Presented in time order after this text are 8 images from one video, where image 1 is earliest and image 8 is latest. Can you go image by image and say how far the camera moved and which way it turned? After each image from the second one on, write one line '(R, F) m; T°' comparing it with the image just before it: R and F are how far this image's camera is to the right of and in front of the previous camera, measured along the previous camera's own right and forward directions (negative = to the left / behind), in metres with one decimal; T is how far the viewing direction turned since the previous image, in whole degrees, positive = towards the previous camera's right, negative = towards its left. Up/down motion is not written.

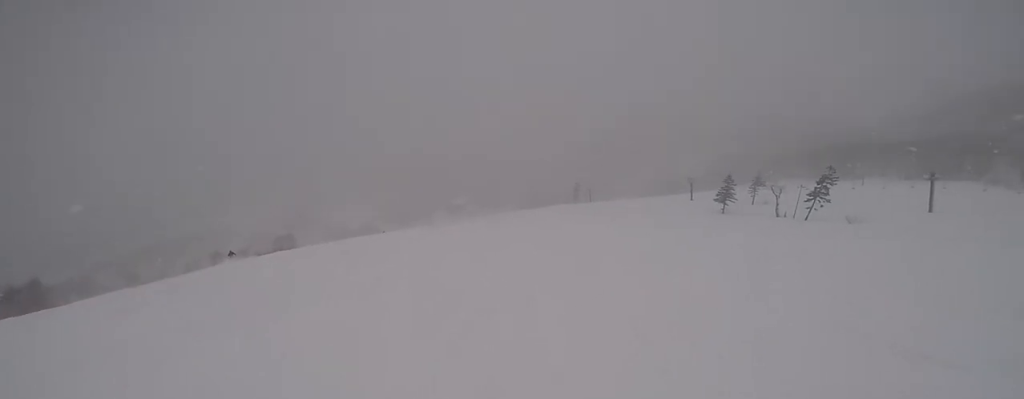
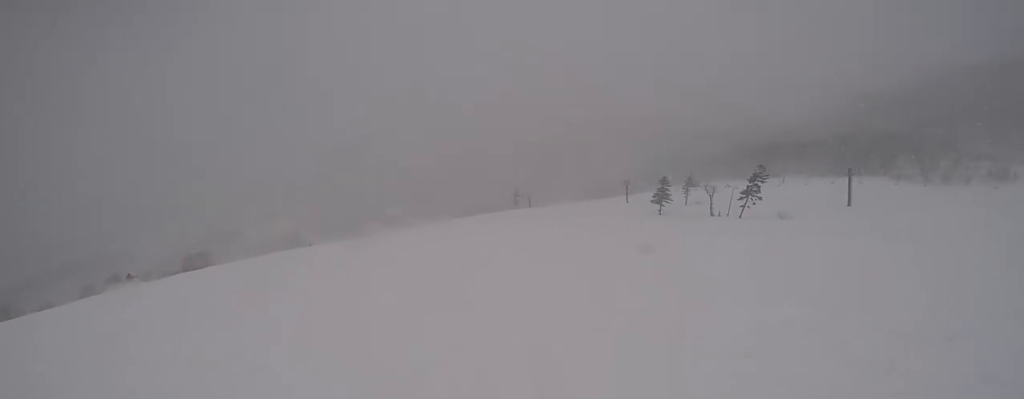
(+0.2, +3.7) m; +9°
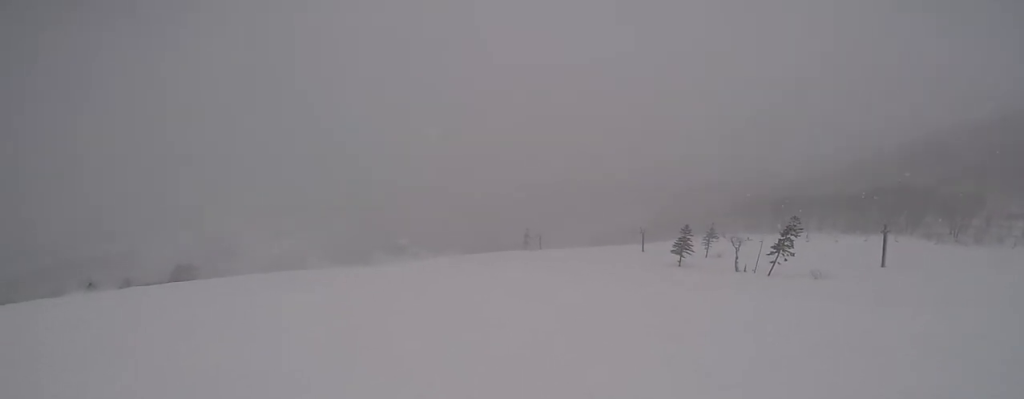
(+0.7, +6.3) m; +9°
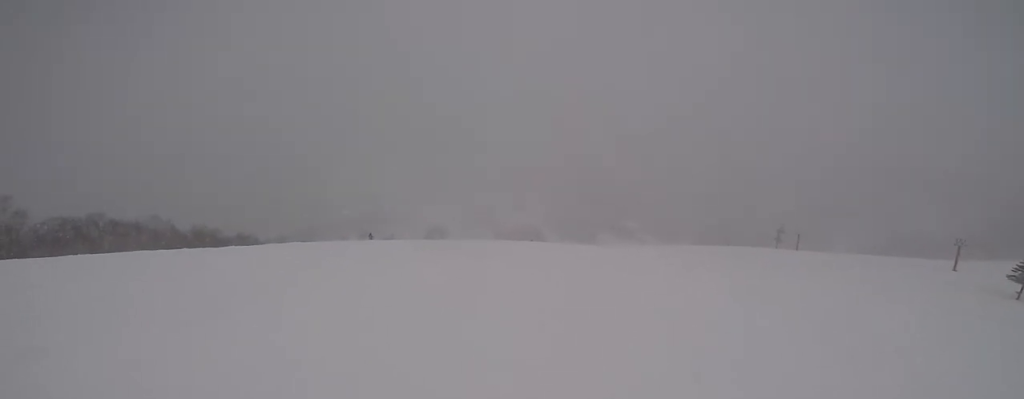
(+0.4, +5.6) m; -10°
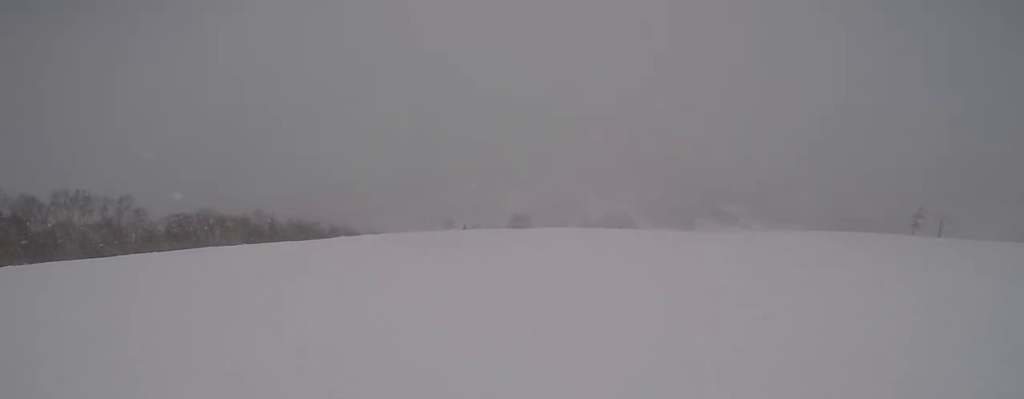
(-0.4, +4.3) m; -19°
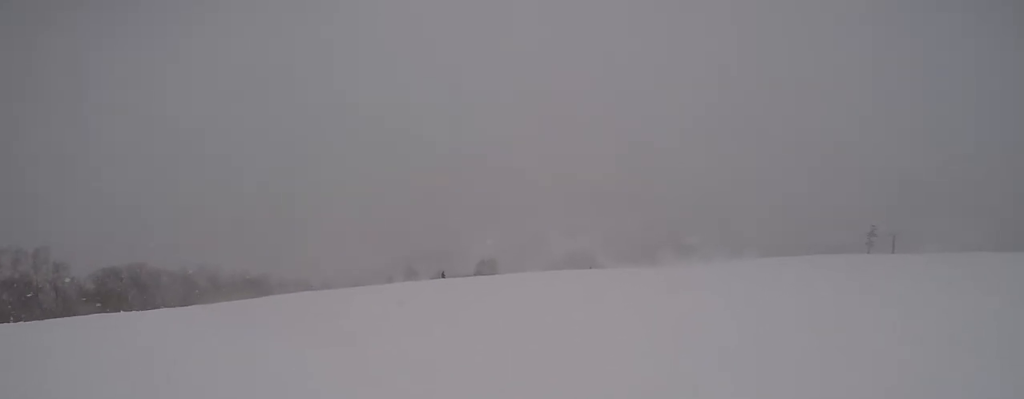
(-1.1, +4.3) m; -12°
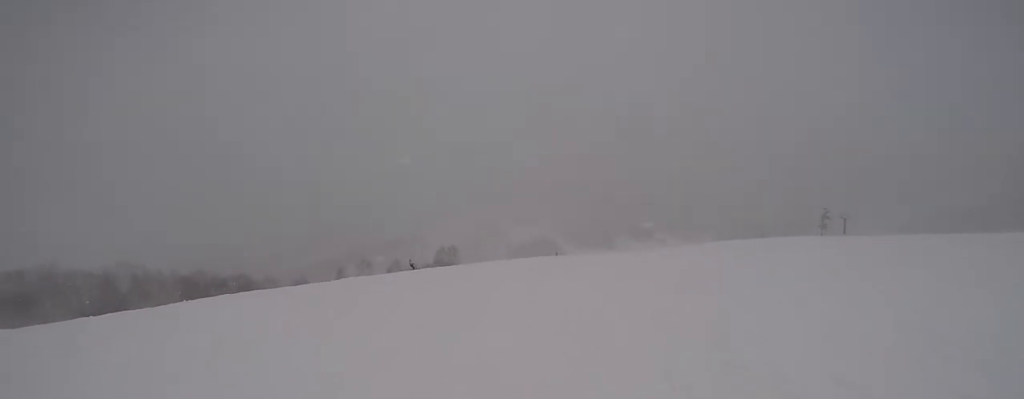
(-0.3, +4.2) m; +3°
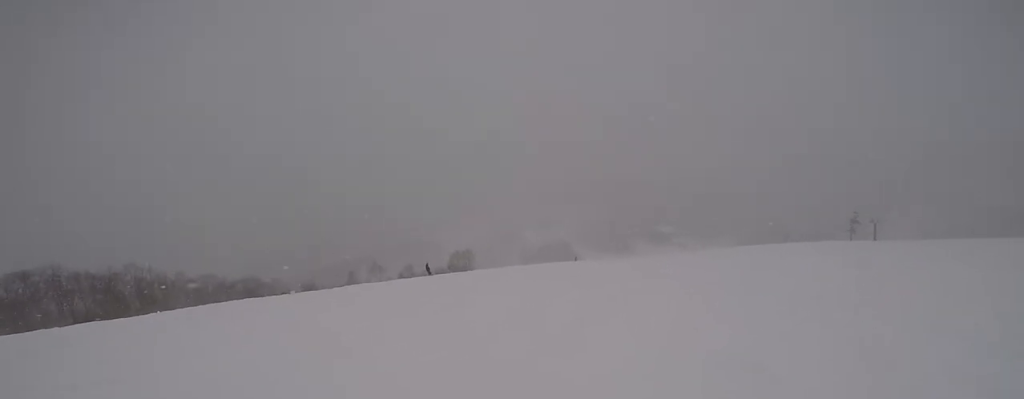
(-0.3, +3.1) m; +7°
